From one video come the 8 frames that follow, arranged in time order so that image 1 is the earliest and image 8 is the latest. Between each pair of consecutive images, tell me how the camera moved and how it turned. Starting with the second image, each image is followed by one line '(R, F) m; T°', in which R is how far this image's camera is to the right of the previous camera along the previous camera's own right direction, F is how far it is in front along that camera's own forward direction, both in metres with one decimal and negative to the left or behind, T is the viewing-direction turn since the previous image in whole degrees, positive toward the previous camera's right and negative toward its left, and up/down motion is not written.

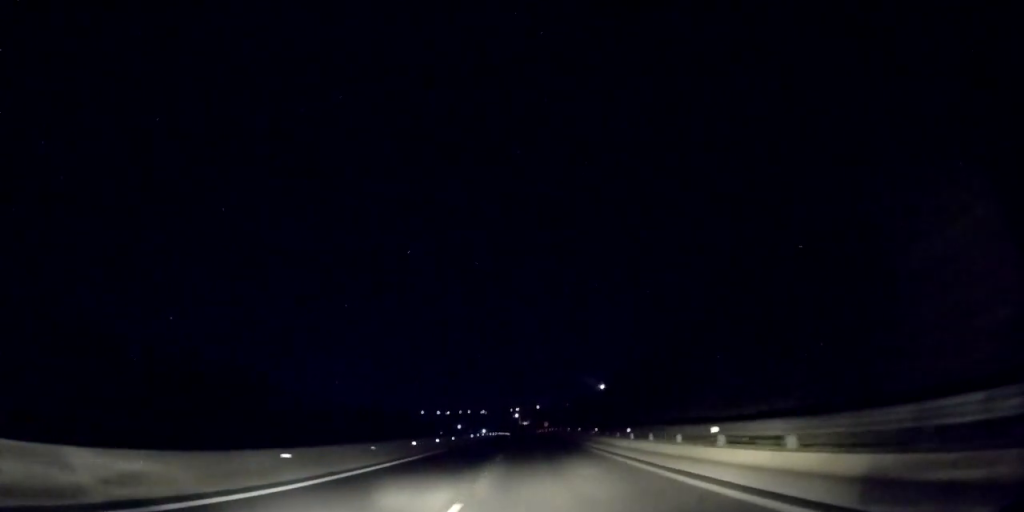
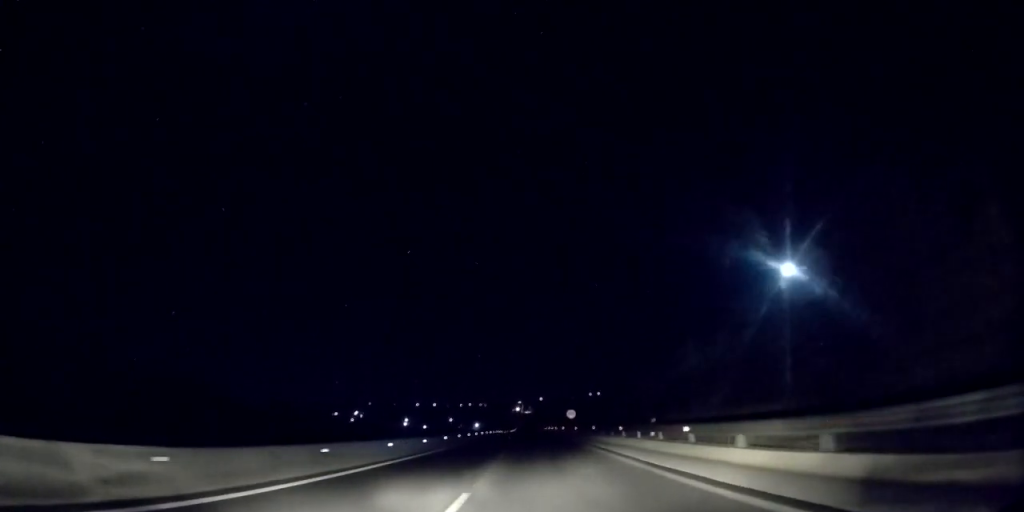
(-0.1, +69.2) m; 0°
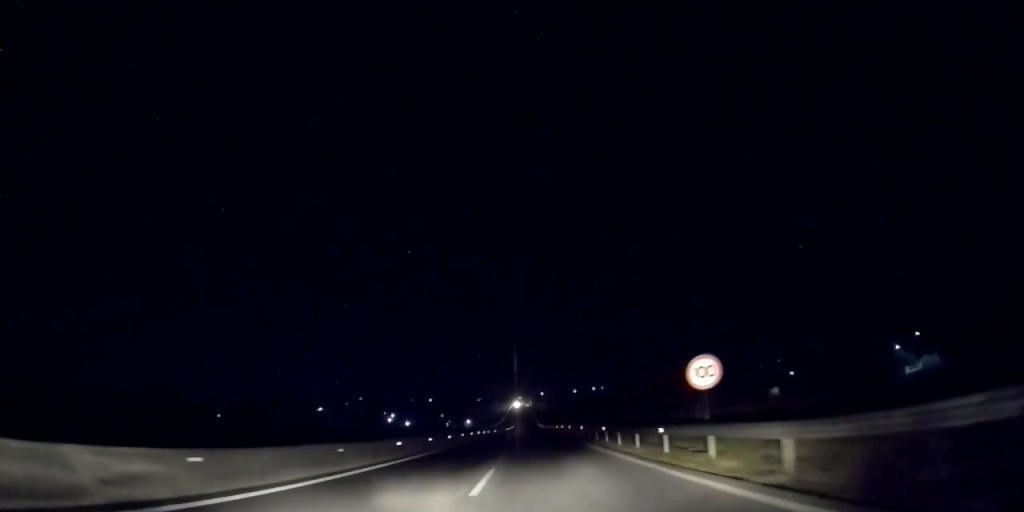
(0.0, +47.2) m; 0°
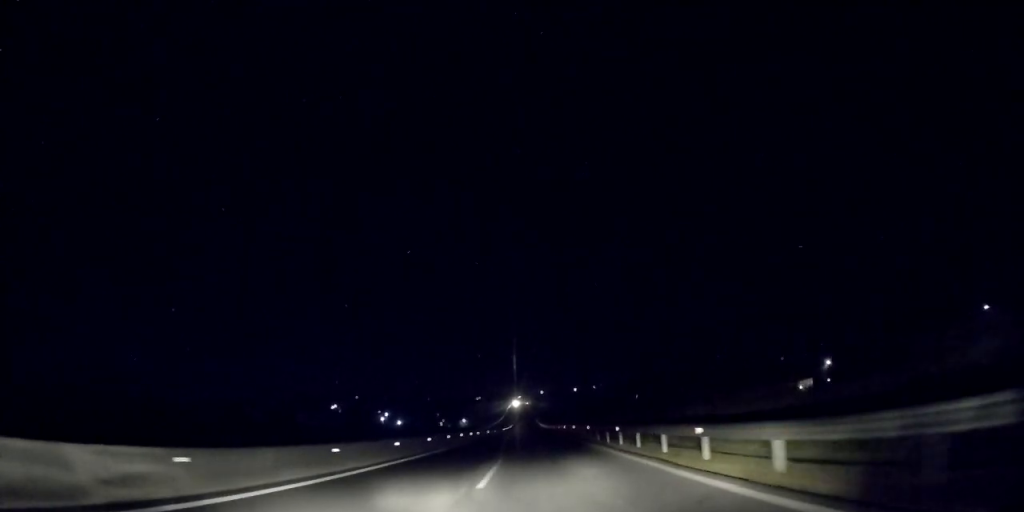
(+0.1, +17.2) m; 0°
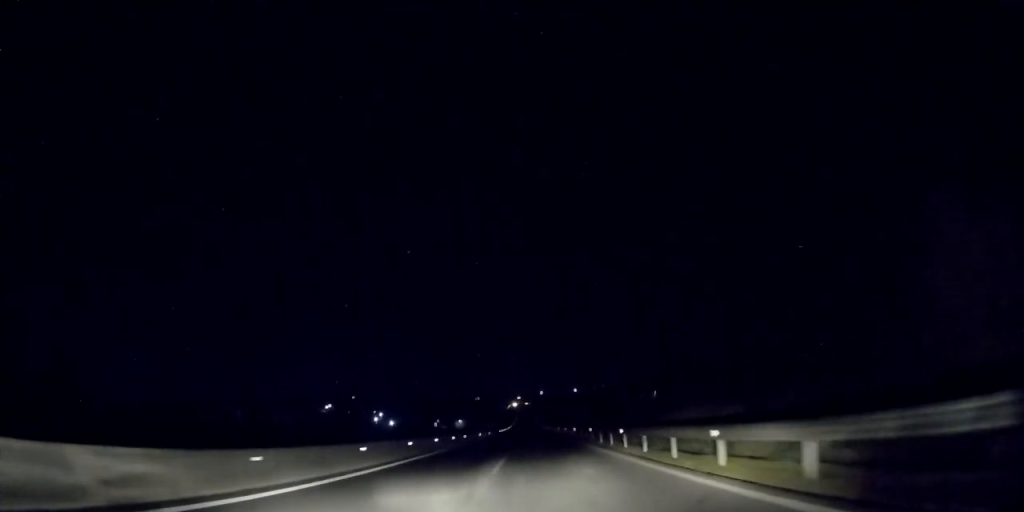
(-0.1, +13.3) m; 0°
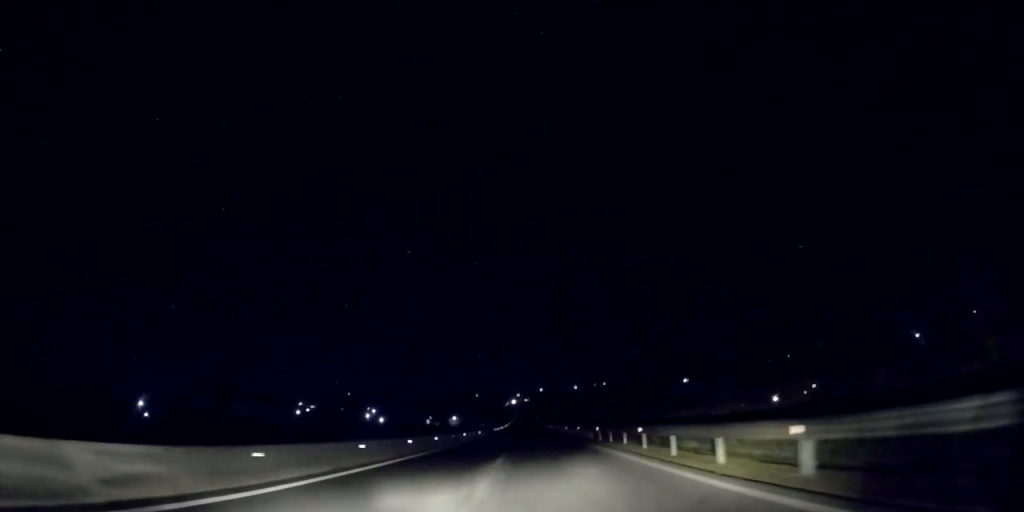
(-0.1, +16.2) m; 0°
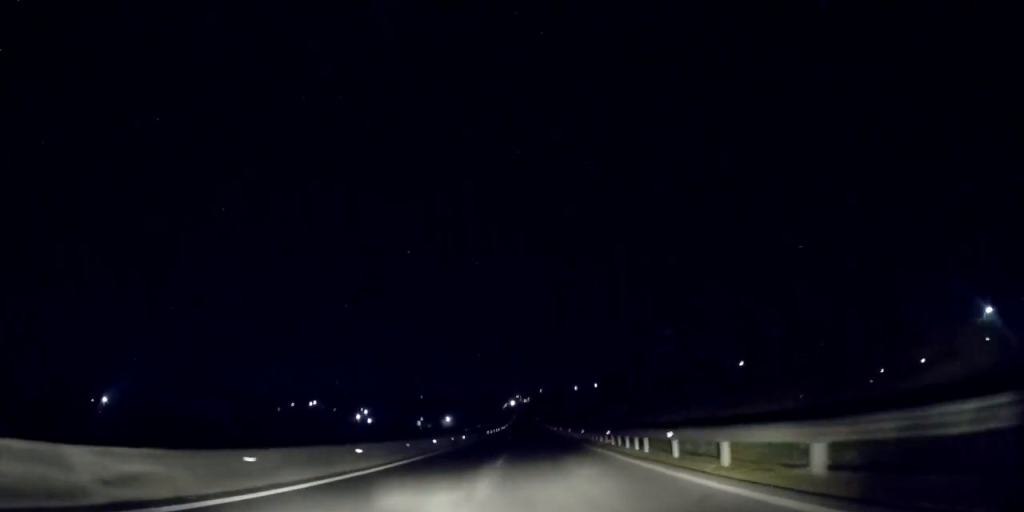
(0.0, +16.5) m; 0°
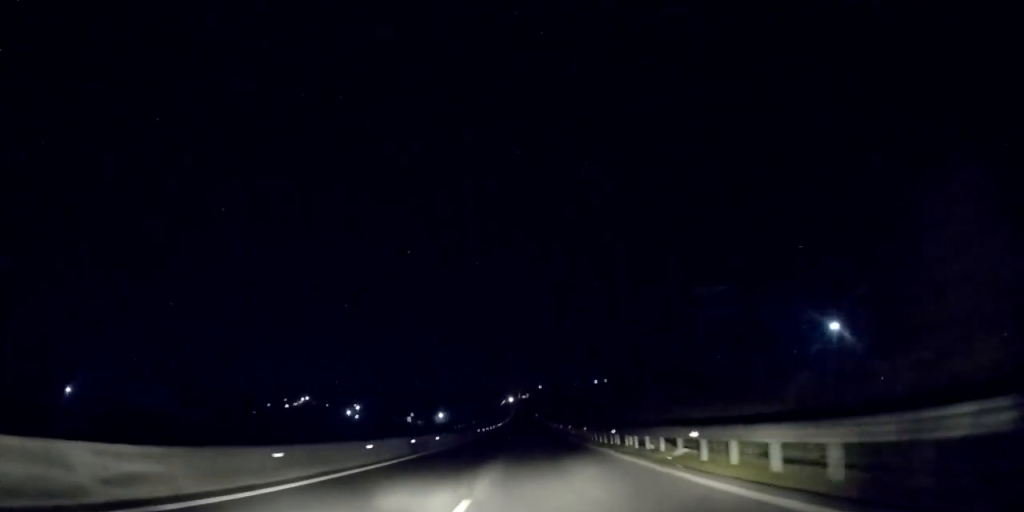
(0.0, +14.6) m; 0°
